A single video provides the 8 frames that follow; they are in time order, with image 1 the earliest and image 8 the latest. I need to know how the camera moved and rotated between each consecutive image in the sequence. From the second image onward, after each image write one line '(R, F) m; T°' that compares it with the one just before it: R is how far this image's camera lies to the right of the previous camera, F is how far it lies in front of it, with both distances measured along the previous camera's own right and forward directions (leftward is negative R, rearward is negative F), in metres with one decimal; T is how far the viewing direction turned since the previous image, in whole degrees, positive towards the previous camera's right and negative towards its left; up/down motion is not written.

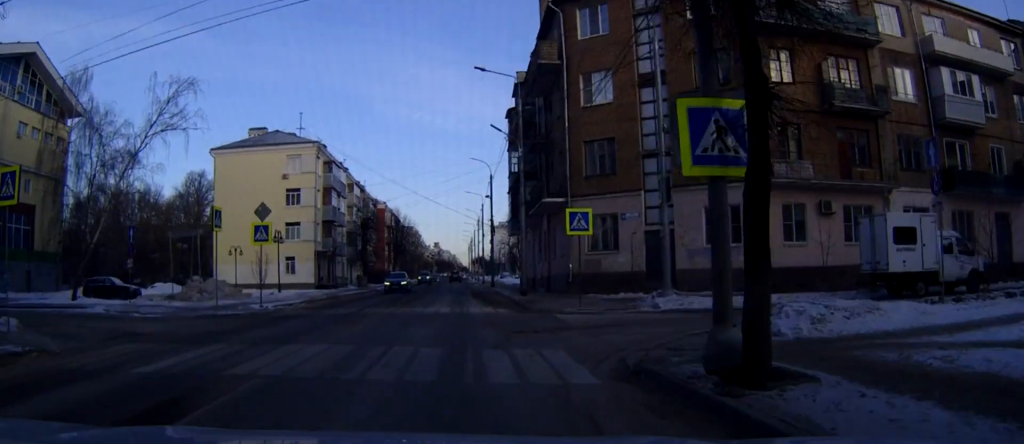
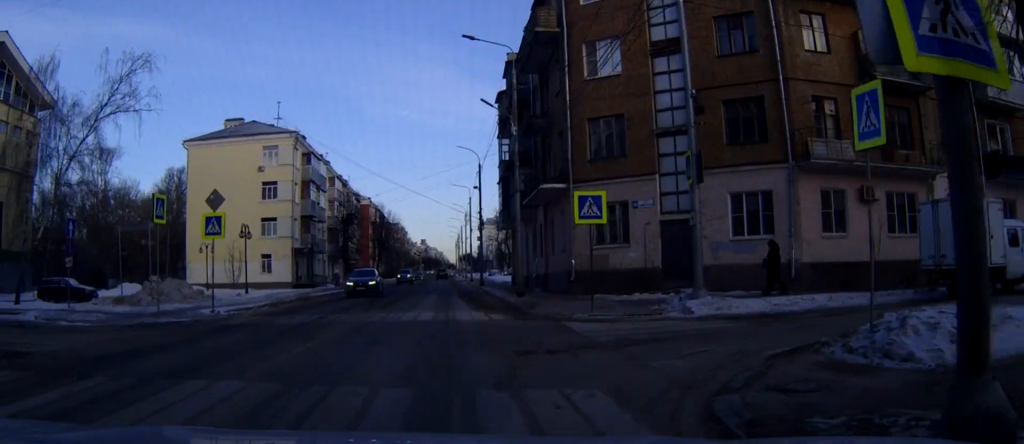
(+0.1, +5.2) m; +3°
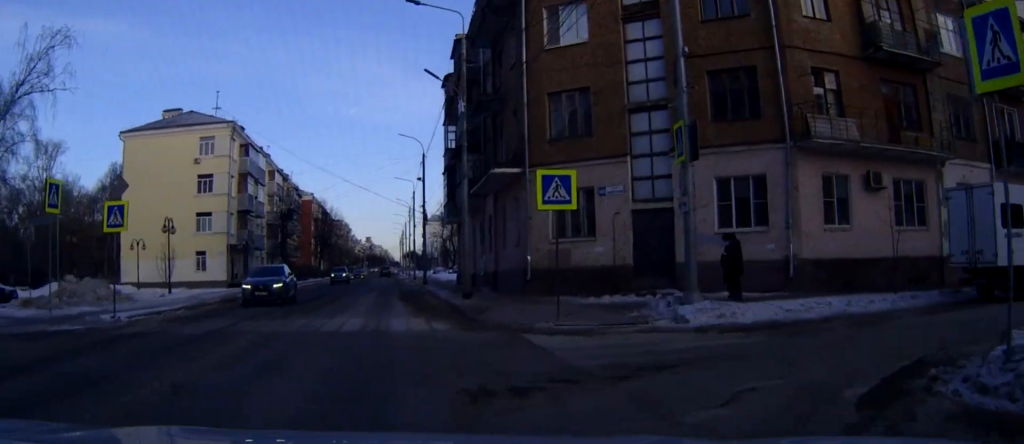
(+0.2, +4.6) m; +6°
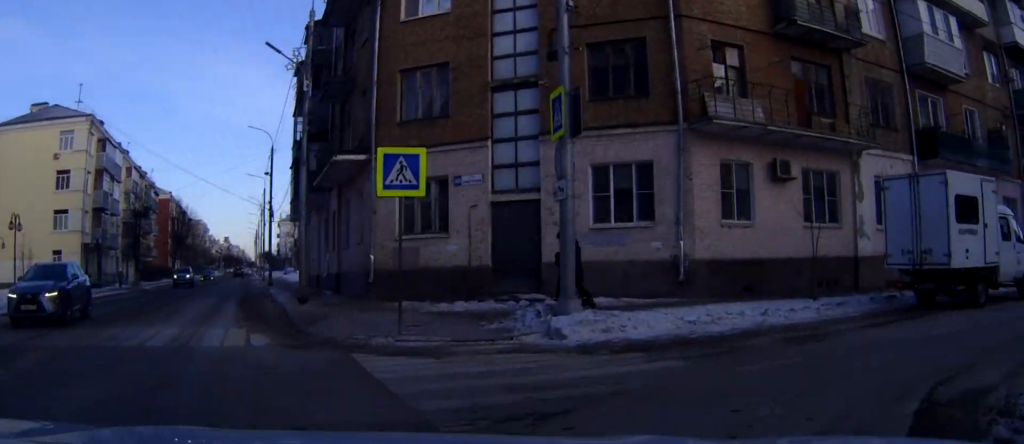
(+0.2, +3.6) m; +11°
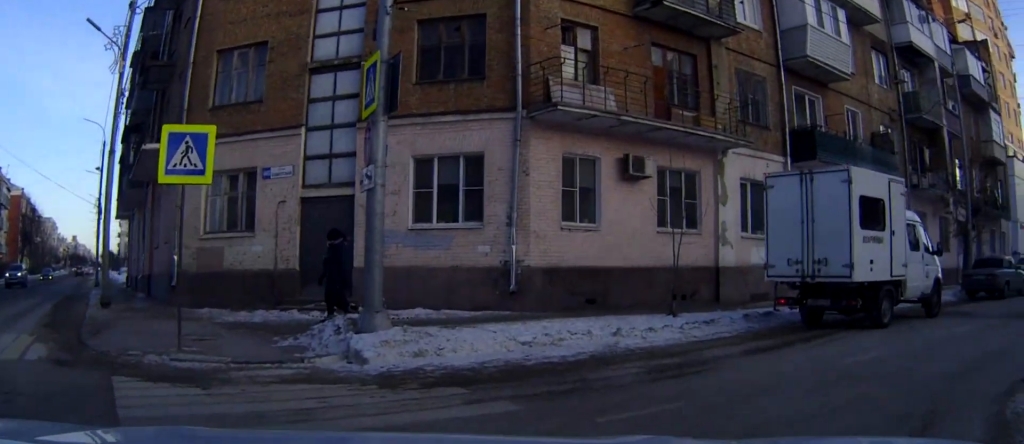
(+0.1, +2.7) m; +13°
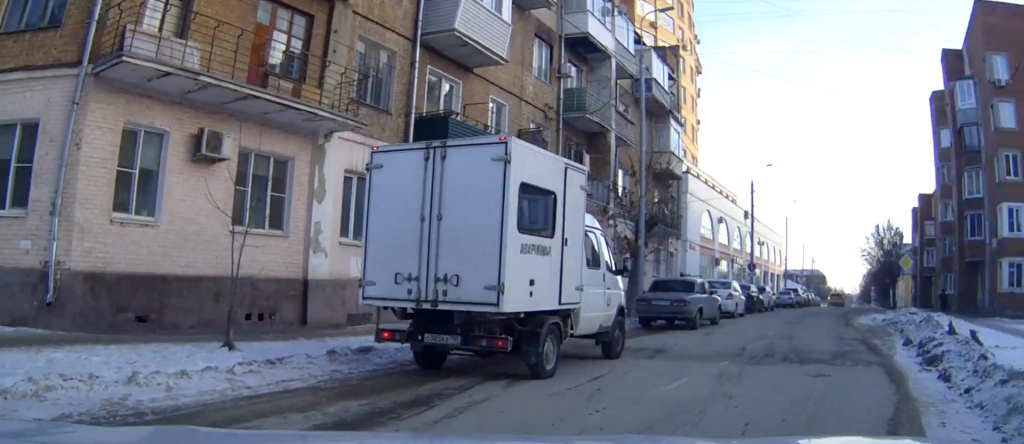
(+1.1, +4.0) m; +30°
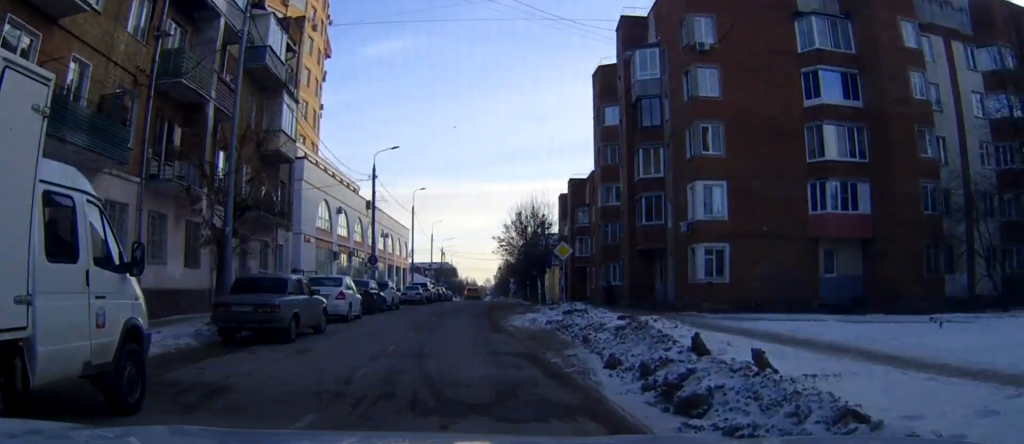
(+1.1, +4.1) m; +21°
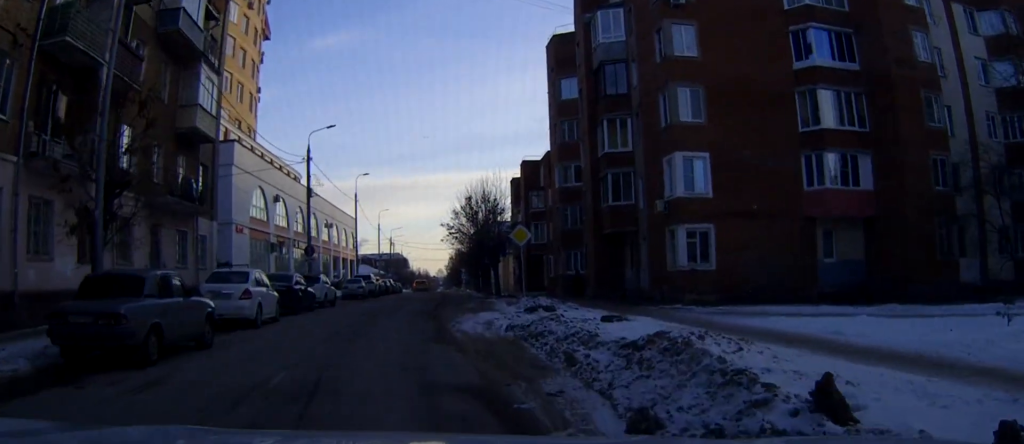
(+0.4, +4.1) m; +6°
